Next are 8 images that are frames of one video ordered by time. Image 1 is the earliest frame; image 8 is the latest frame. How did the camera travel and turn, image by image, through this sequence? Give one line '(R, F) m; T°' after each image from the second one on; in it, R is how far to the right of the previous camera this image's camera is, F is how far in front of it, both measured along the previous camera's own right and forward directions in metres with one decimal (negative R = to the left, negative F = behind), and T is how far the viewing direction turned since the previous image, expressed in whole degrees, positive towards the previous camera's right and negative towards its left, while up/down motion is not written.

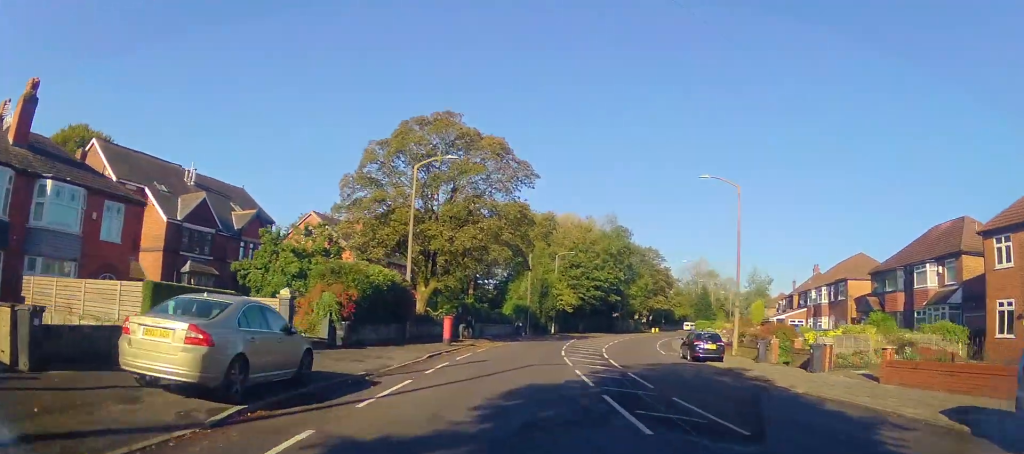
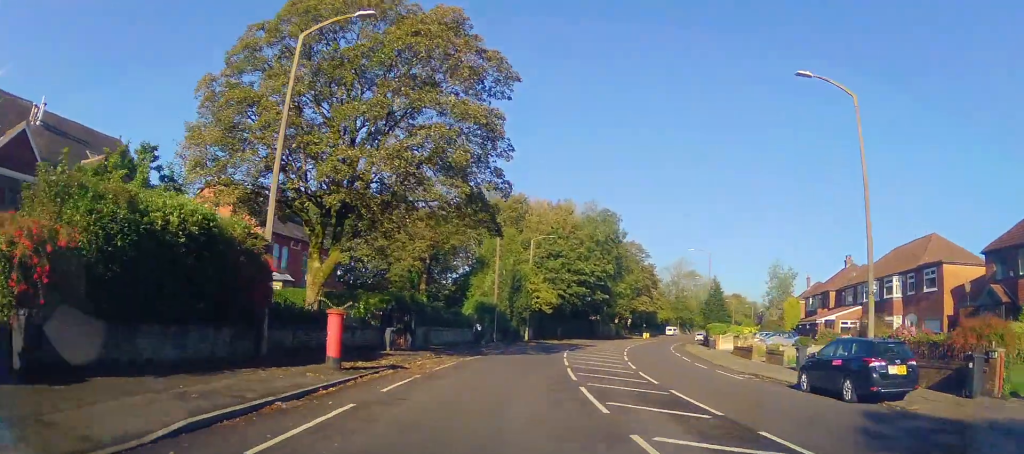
(0.0, +16.6) m; 0°
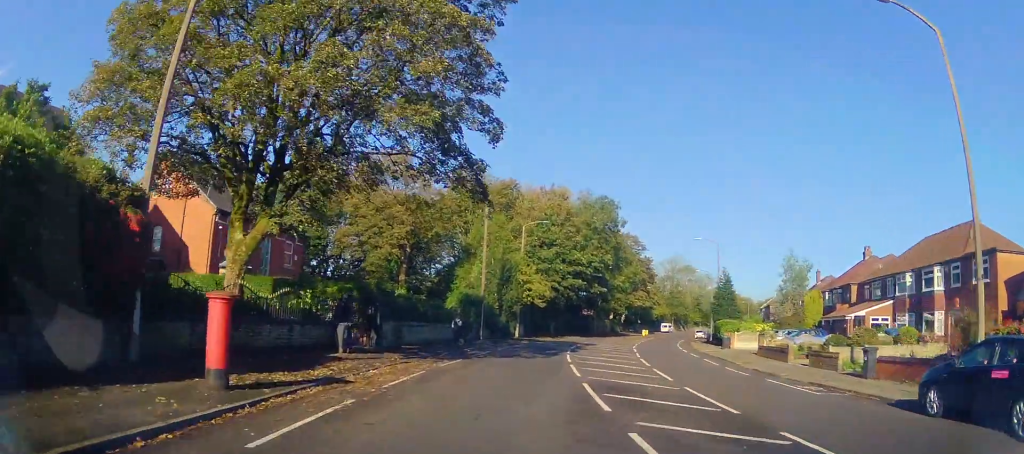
(0.0, +6.2) m; 0°
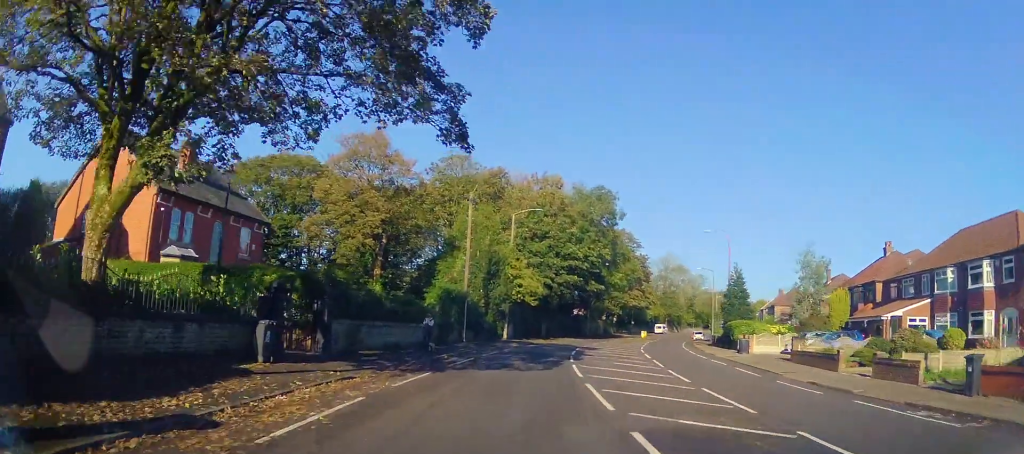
(-0.1, +5.9) m; +2°
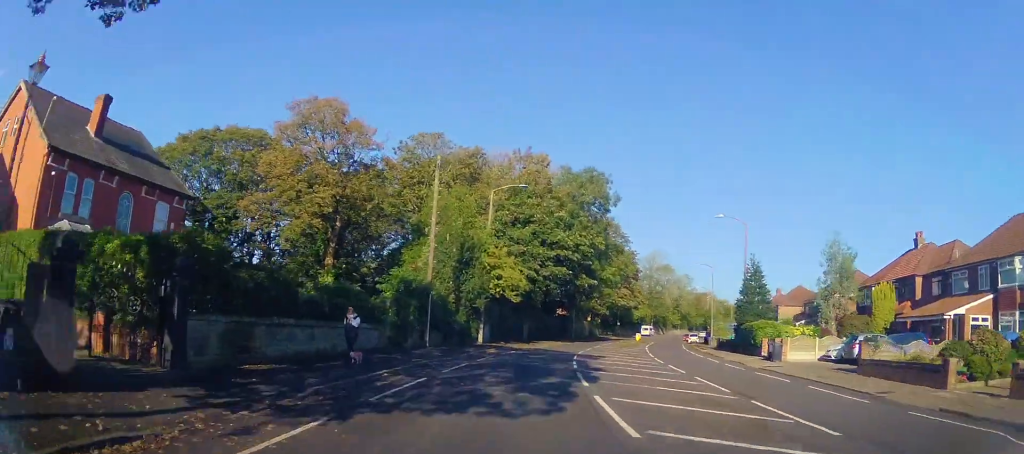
(+0.1, +8.0) m; +4°
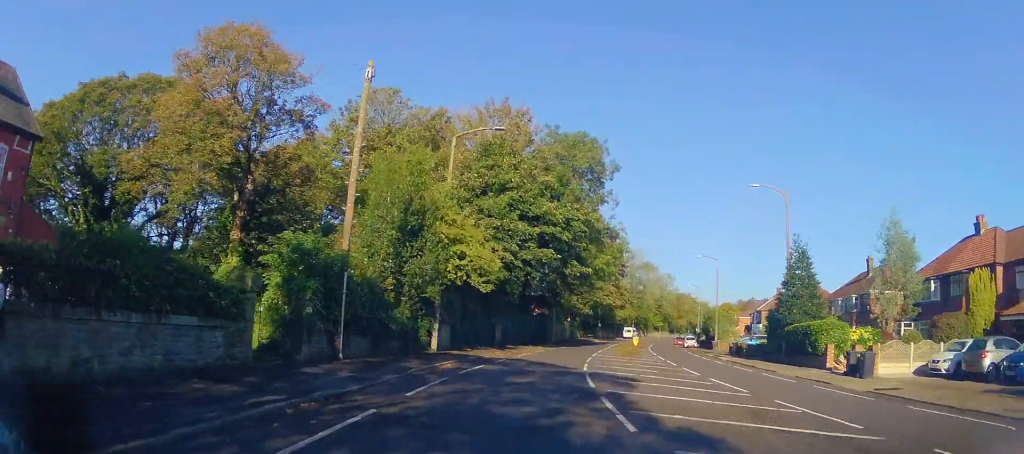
(+0.9, +10.9) m; +6°
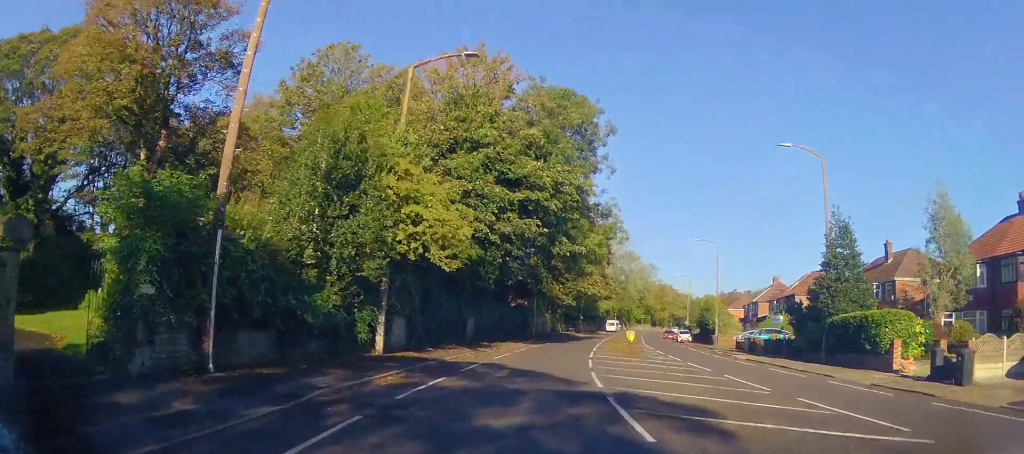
(+0.2, +6.9) m; +2°
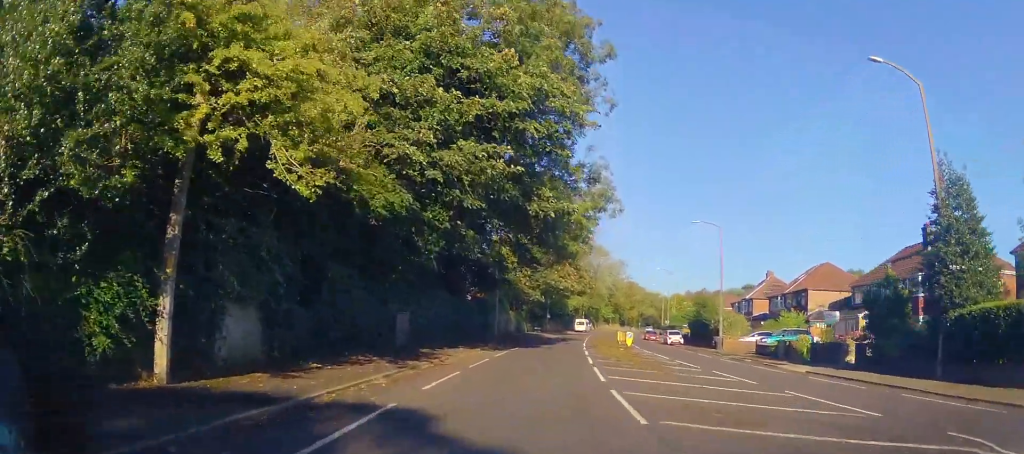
(+0.3, +10.8) m; +3°
